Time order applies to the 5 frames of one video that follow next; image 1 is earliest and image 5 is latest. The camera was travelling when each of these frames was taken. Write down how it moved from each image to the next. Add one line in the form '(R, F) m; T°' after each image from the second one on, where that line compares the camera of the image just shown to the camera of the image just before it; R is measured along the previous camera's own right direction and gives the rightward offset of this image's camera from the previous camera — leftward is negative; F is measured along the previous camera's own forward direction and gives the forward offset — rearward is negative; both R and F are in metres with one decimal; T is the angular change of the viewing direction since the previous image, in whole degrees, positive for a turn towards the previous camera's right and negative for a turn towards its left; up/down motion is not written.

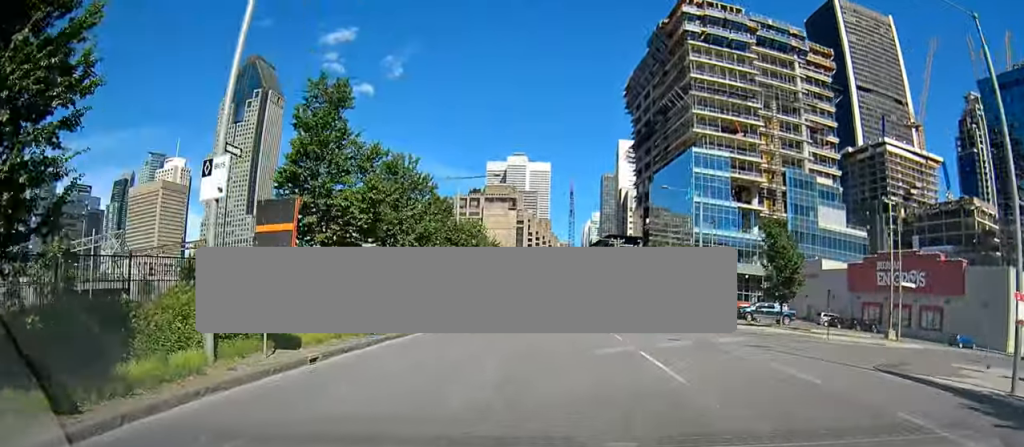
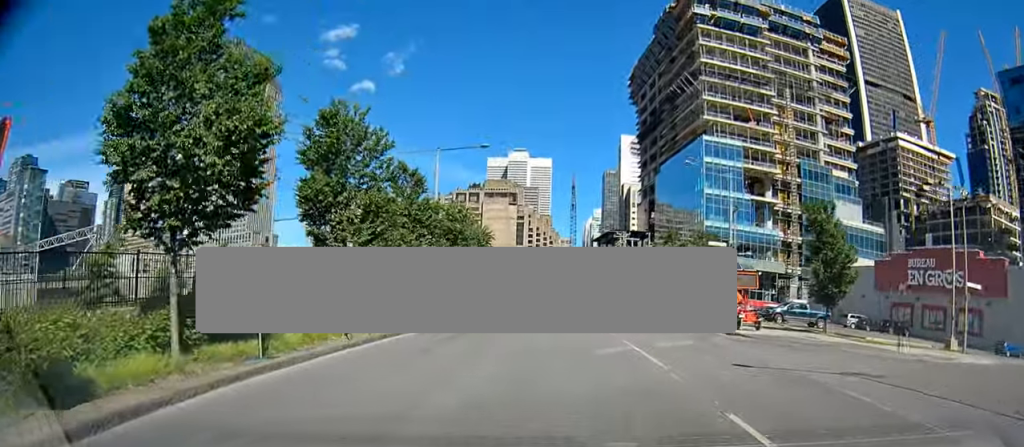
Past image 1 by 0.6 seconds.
(+0.2, +7.1) m; -1°
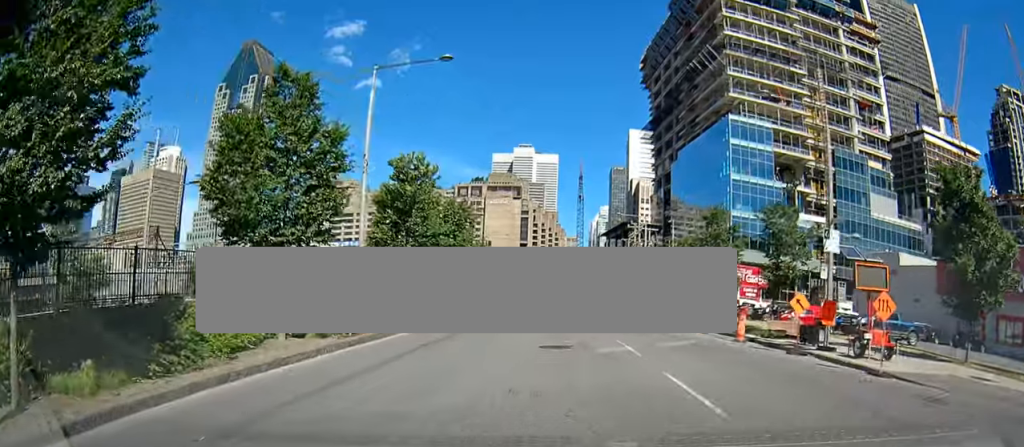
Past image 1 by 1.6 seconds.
(-0.5, +12.4) m; -2°
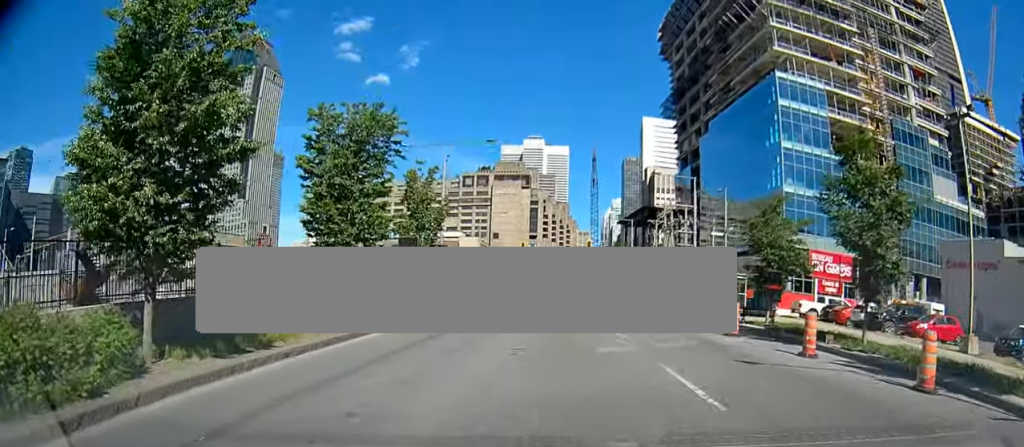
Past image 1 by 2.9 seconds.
(+0.1, +17.2) m; 0°
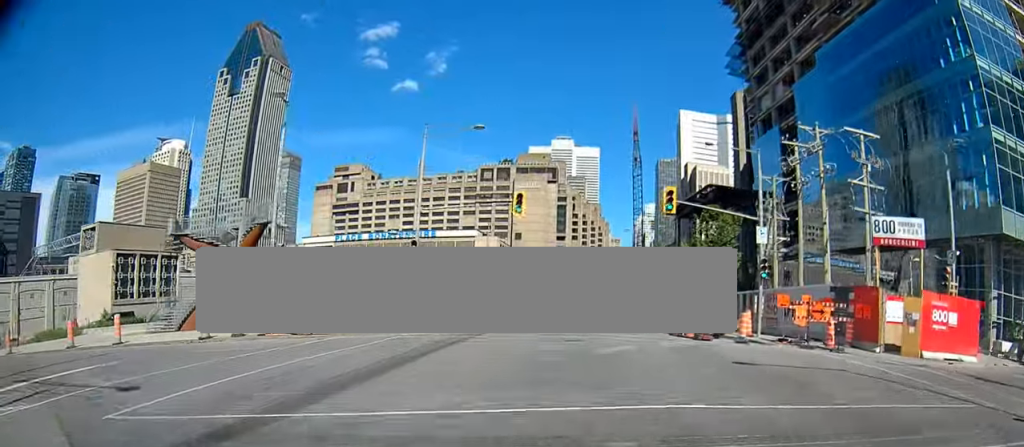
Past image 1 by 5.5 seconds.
(-0.8, +35.4) m; -3°
